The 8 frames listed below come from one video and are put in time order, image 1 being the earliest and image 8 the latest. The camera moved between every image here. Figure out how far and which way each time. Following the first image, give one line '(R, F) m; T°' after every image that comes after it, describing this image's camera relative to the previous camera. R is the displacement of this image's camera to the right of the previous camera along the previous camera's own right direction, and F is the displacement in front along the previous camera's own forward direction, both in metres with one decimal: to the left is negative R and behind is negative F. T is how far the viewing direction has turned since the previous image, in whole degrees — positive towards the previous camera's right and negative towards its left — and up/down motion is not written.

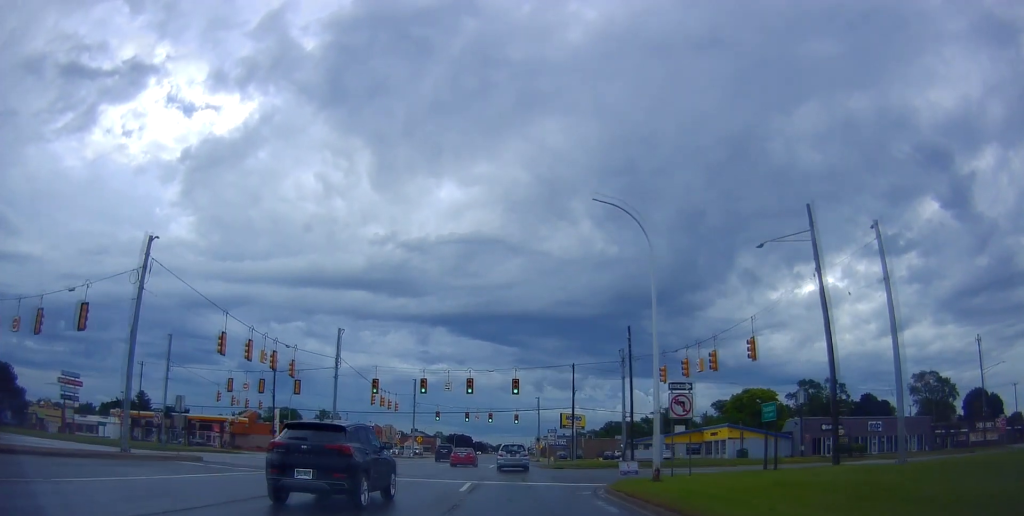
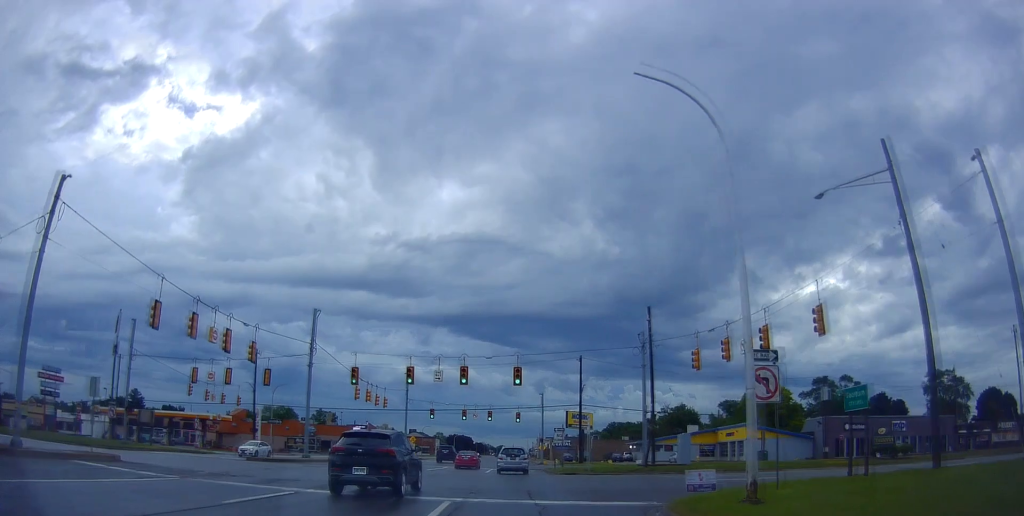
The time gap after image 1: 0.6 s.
(+0.1, +7.2) m; -1°
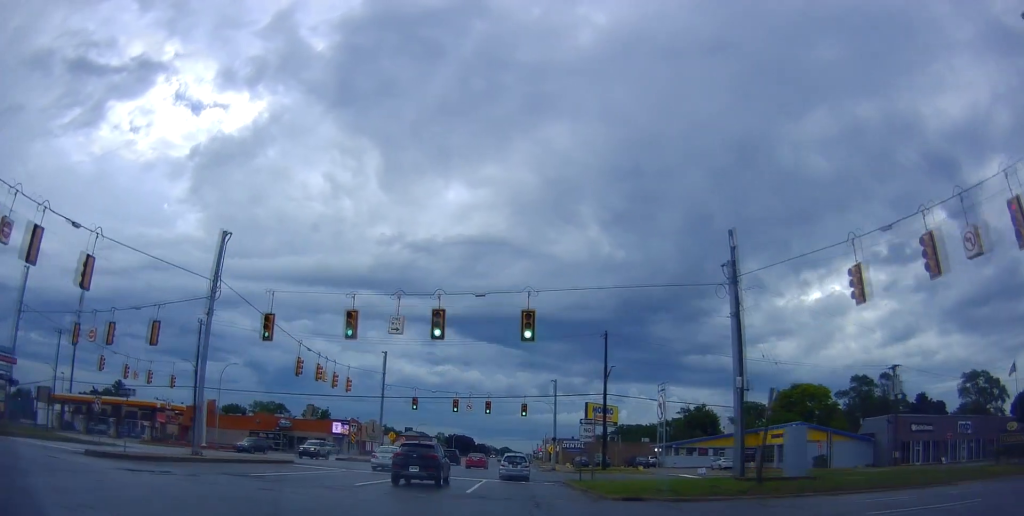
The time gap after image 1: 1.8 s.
(-0.1, +16.4) m; 0°
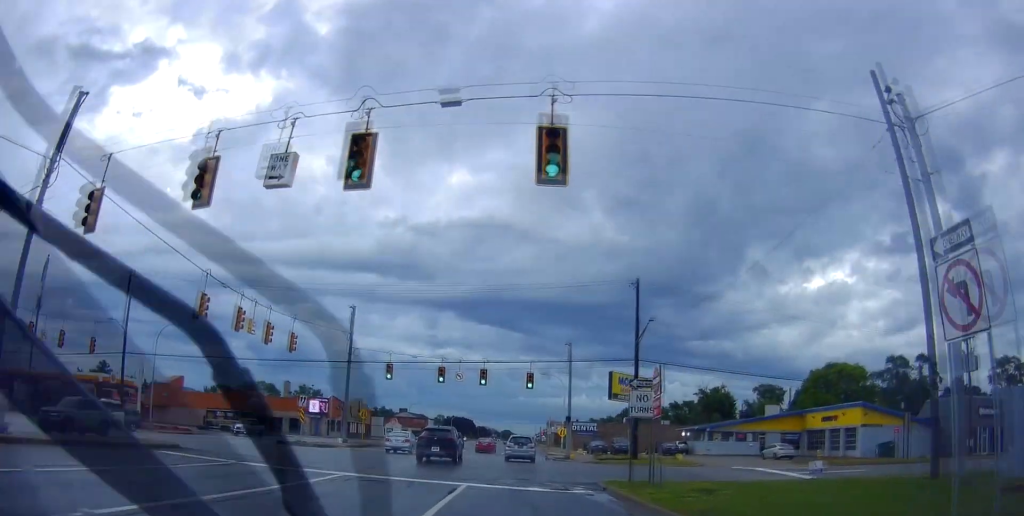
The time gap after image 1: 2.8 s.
(+0.3, +13.6) m; -2°
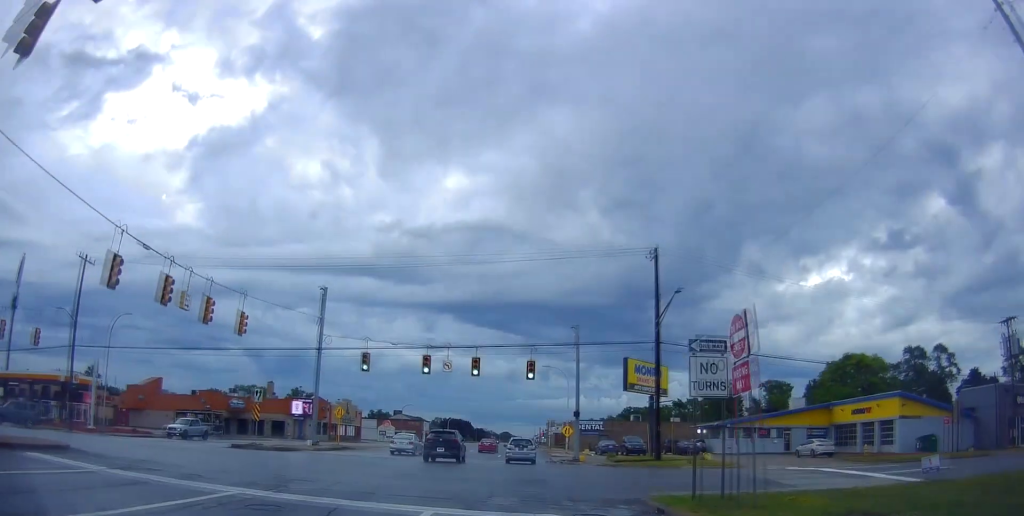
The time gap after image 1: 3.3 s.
(-0.1, +7.0) m; -1°
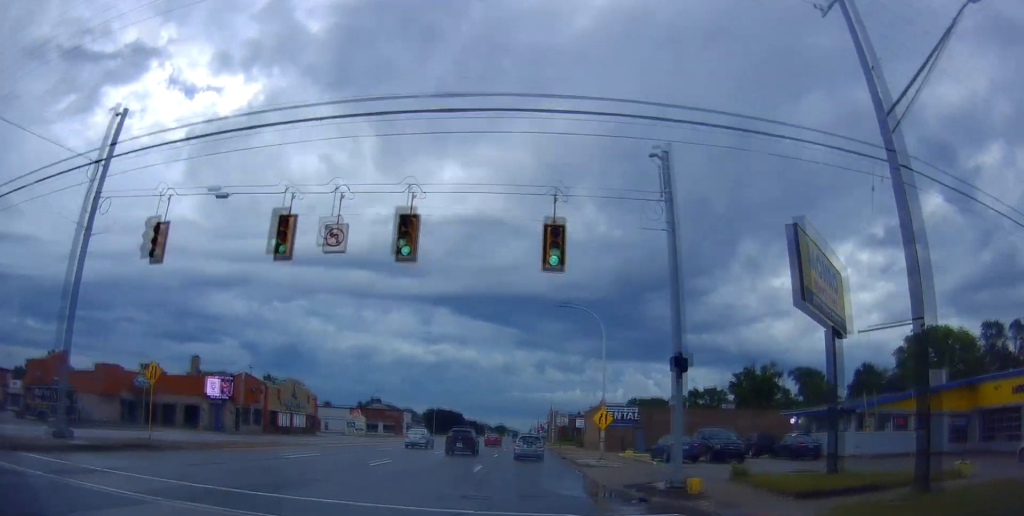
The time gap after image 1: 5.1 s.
(-0.5, +25.2) m; +1°
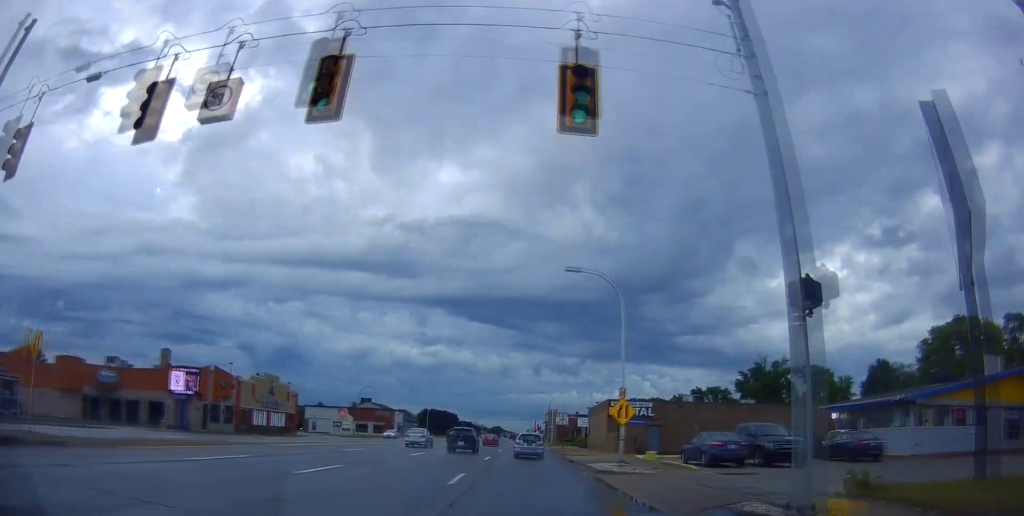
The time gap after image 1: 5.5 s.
(0.0, +7.2) m; +1°
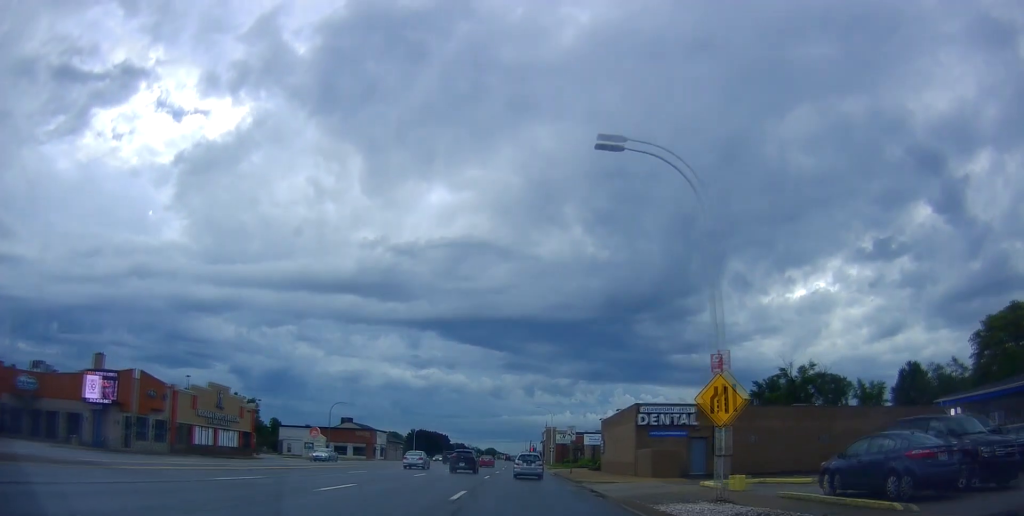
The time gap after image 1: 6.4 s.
(+0.1, +13.5) m; +2°
